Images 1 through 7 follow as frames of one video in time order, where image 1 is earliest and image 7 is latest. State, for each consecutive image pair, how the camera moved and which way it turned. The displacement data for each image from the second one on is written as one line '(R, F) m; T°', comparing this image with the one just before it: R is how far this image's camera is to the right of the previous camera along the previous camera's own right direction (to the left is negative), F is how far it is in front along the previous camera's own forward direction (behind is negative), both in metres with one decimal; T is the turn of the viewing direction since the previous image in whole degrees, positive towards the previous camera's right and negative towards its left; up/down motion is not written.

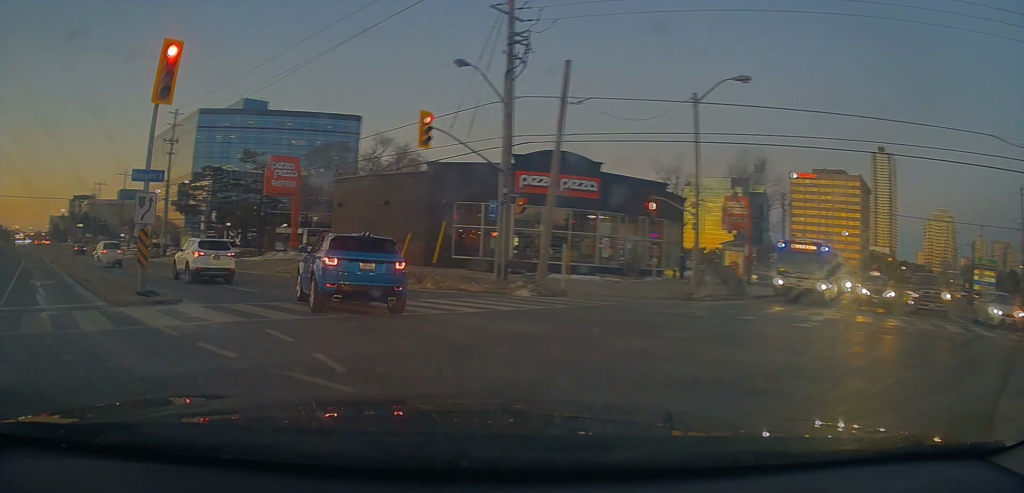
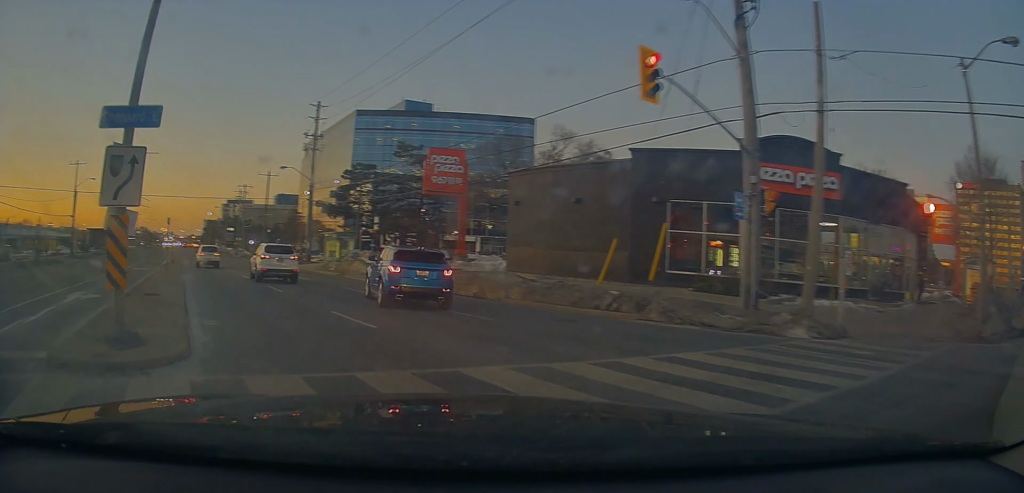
(-0.9, +7.5) m; -17°
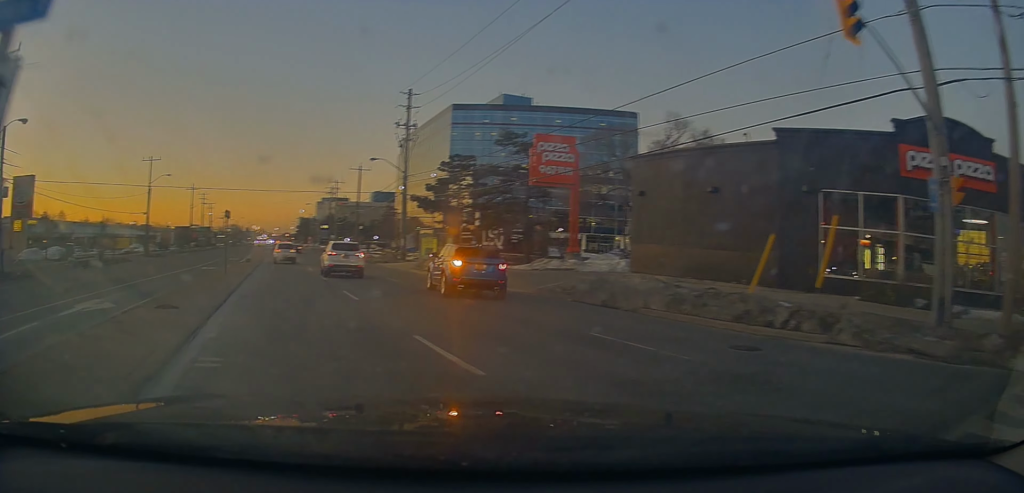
(-0.2, +4.0) m; -10°
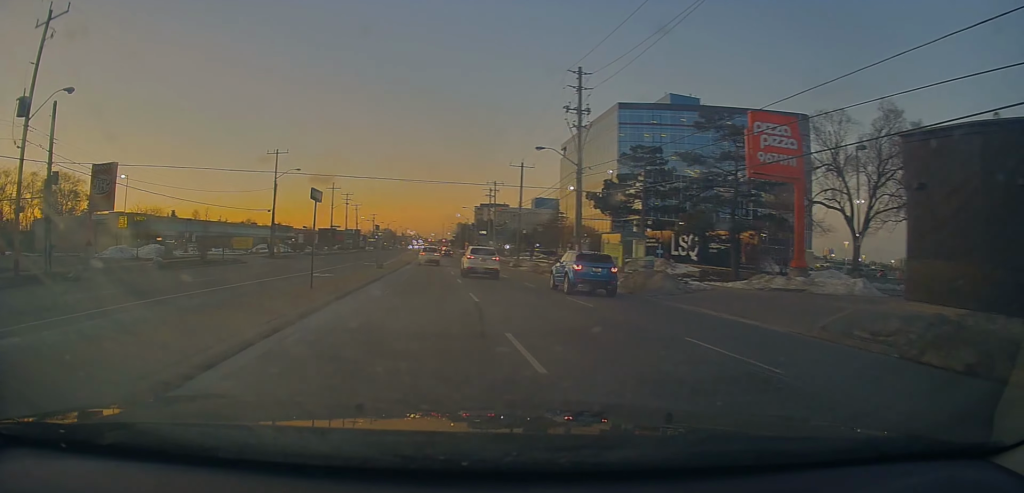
(-1.6, +8.2) m; -17°
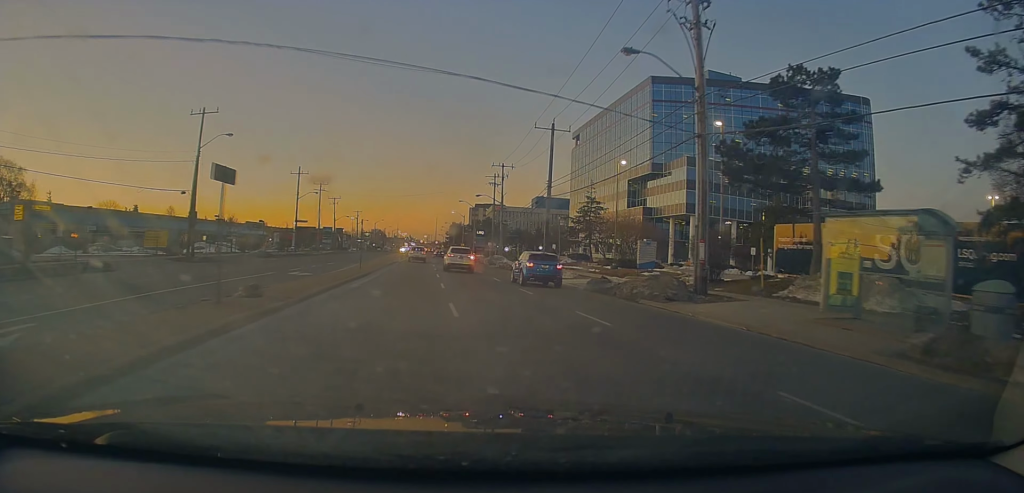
(-1.9, +21.2) m; -7°
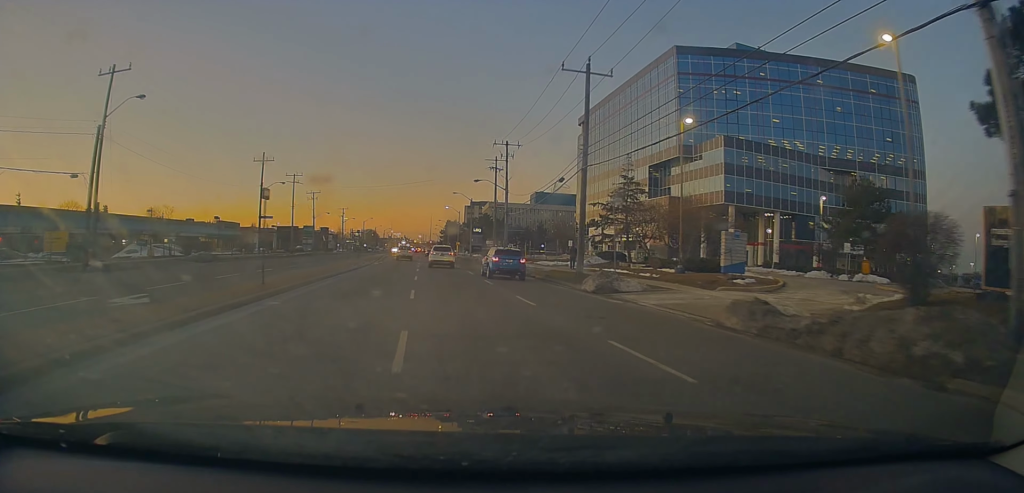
(-0.5, +14.1) m; -3°
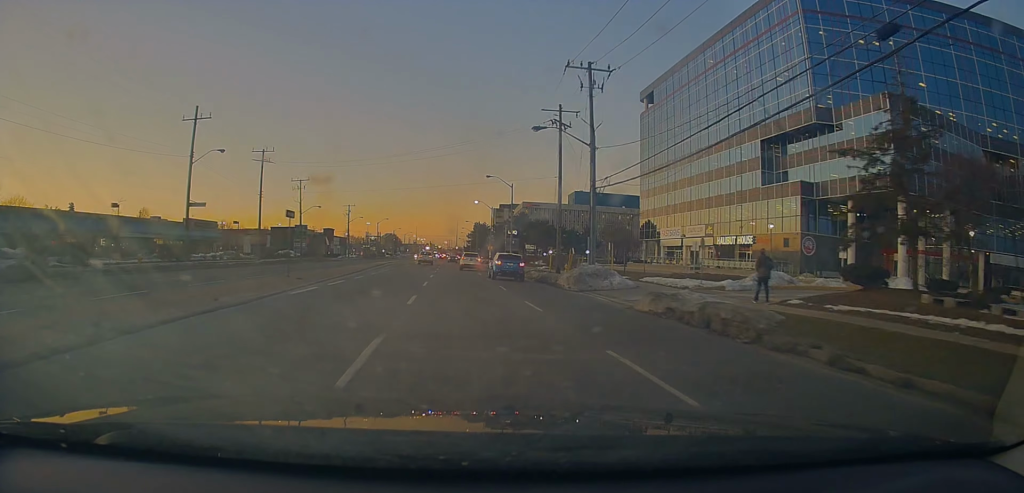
(+0.7, +27.4) m; +1°
